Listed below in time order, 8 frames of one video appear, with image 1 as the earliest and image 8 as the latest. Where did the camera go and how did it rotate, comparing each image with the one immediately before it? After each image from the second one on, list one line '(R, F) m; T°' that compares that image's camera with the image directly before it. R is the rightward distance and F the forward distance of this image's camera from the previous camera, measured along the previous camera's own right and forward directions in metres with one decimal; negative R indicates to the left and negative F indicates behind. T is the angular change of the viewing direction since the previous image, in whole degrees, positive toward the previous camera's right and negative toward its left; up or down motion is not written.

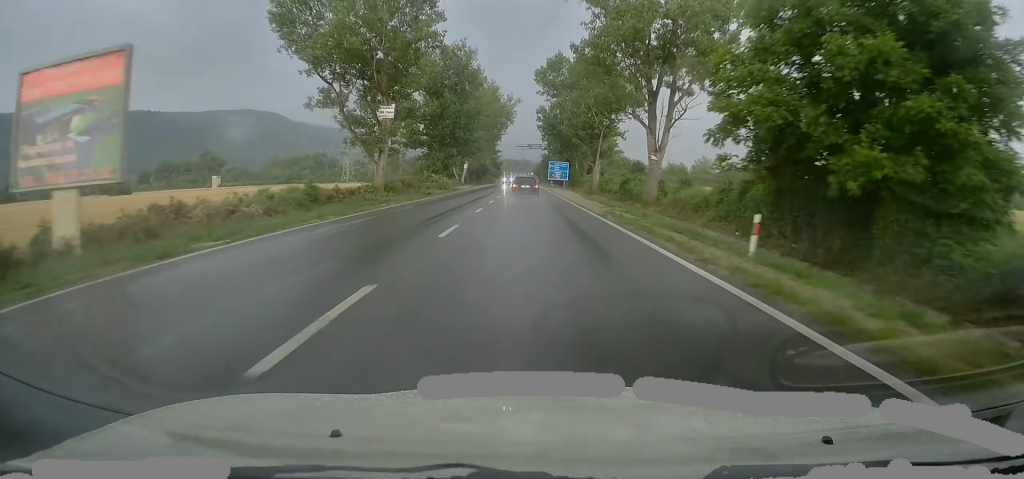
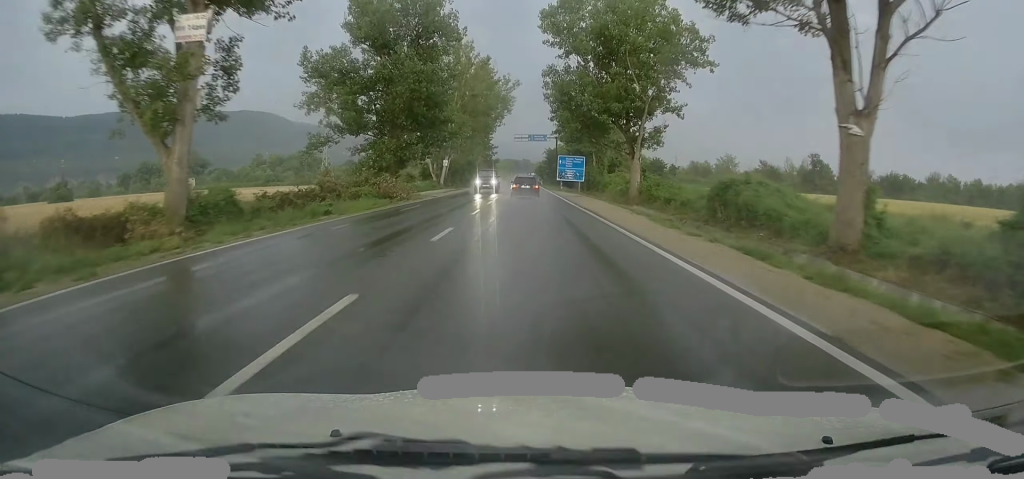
(0.0, +27.5) m; 0°
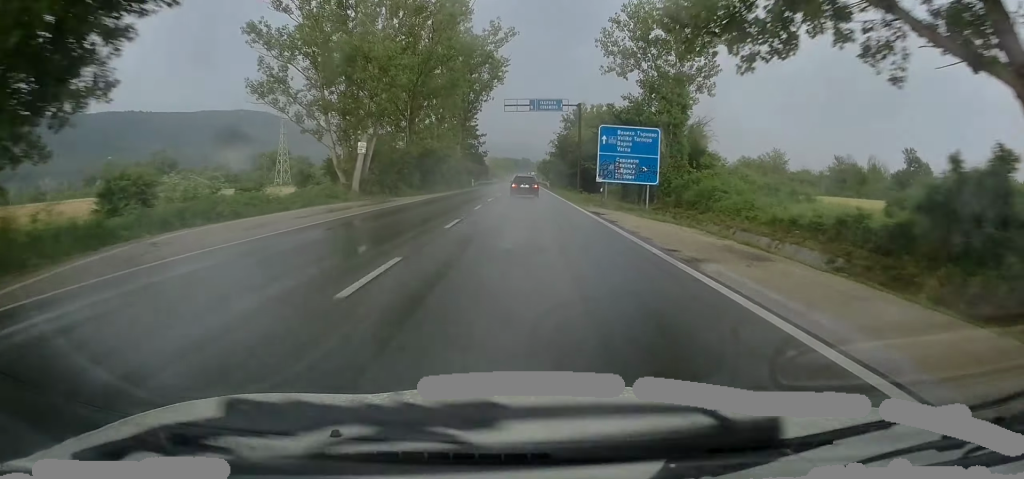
(-0.3, +41.3) m; -1°
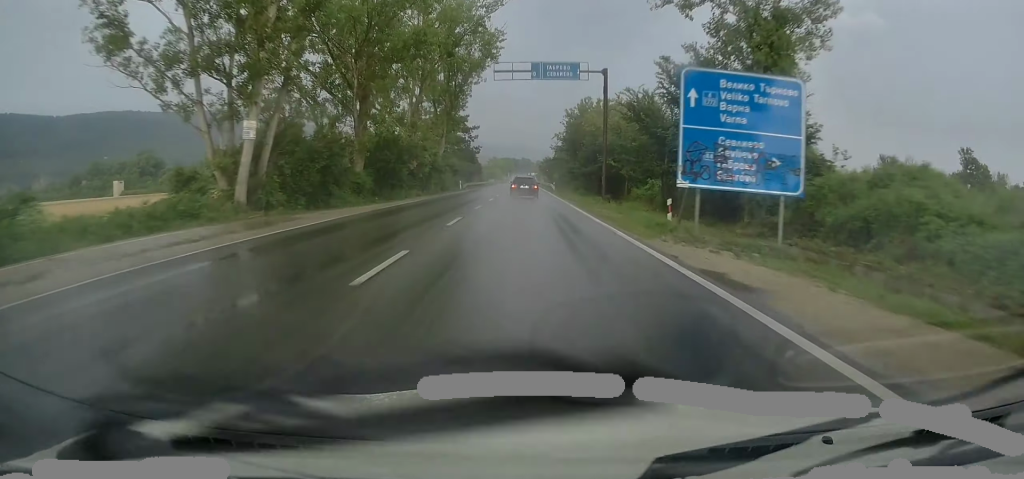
(-0.3, +16.9) m; 0°
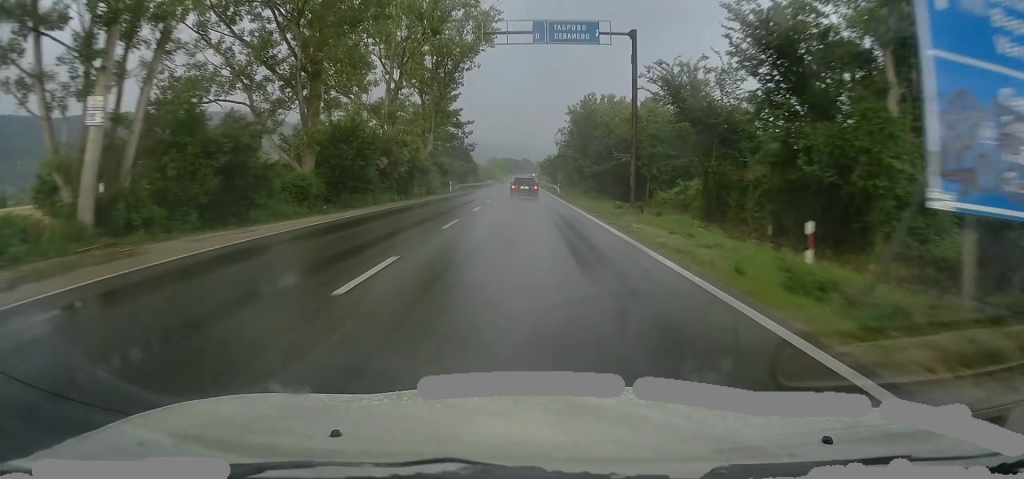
(+0.2, +9.6) m; 0°
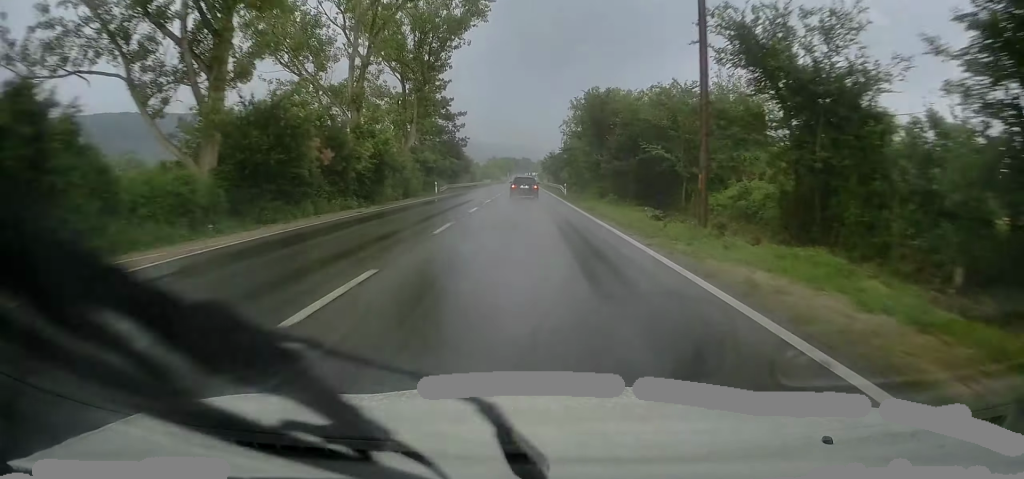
(+0.1, +10.3) m; +1°
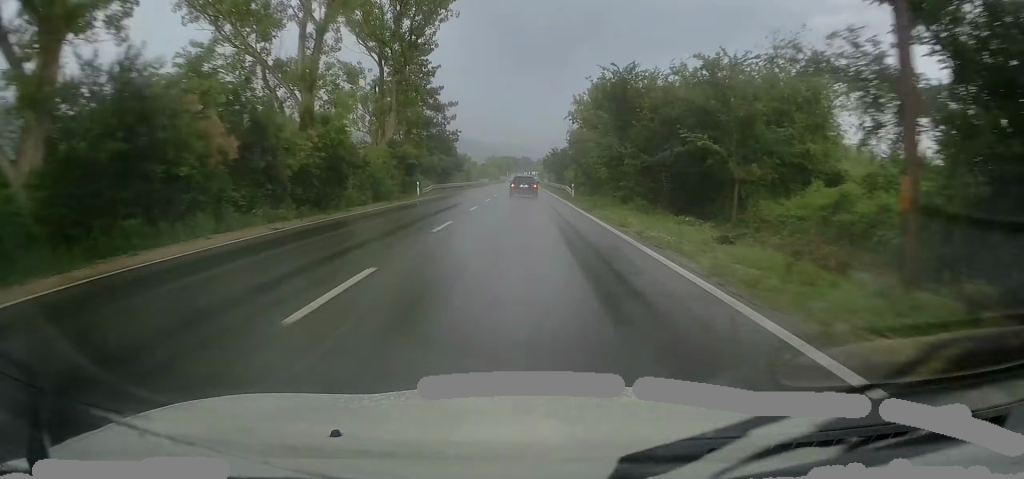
(0.0, +8.8) m; 0°
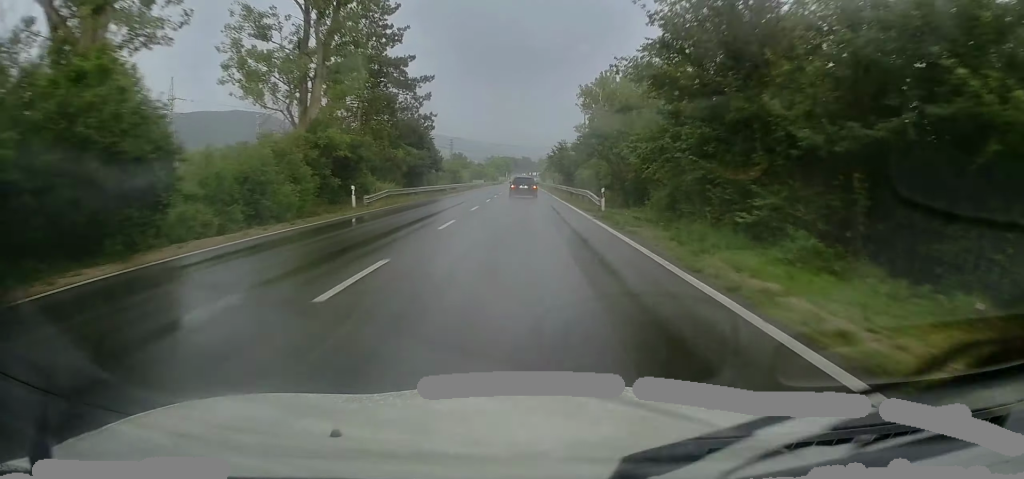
(0.0, +16.9) m; 0°
